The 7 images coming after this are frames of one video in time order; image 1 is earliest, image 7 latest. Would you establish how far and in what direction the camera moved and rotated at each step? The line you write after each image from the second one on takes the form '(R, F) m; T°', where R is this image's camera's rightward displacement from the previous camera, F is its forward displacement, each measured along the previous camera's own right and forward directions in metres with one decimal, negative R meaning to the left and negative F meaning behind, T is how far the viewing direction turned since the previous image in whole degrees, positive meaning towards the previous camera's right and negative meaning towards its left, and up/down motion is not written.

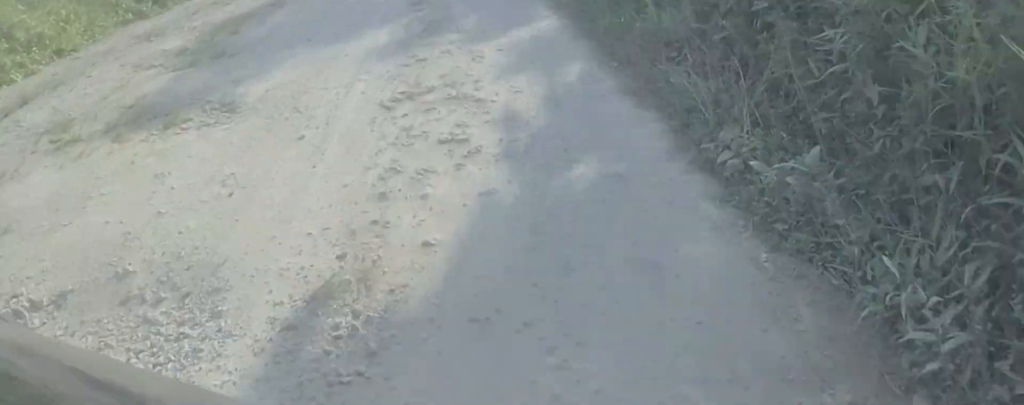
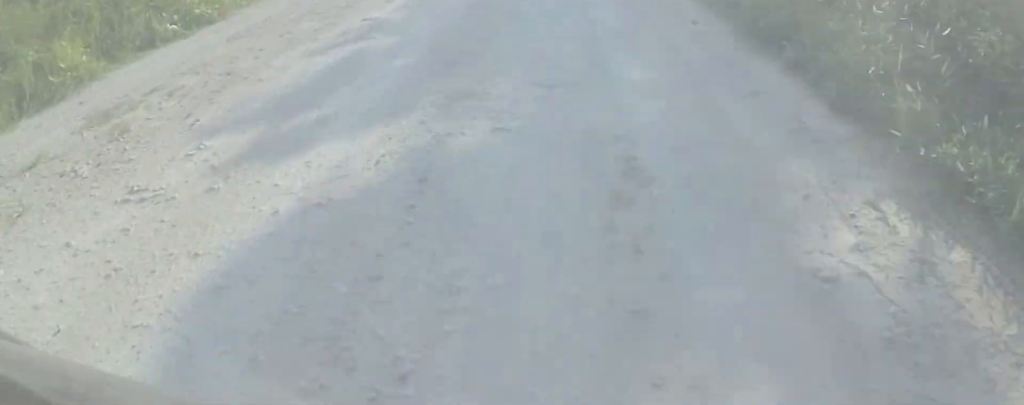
(-1.9, +18.9) m; +1°
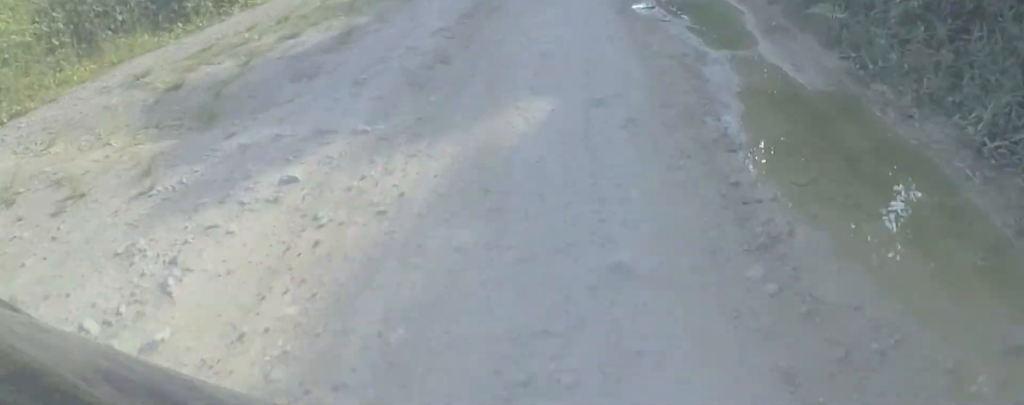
(+1.2, +11.5) m; 0°
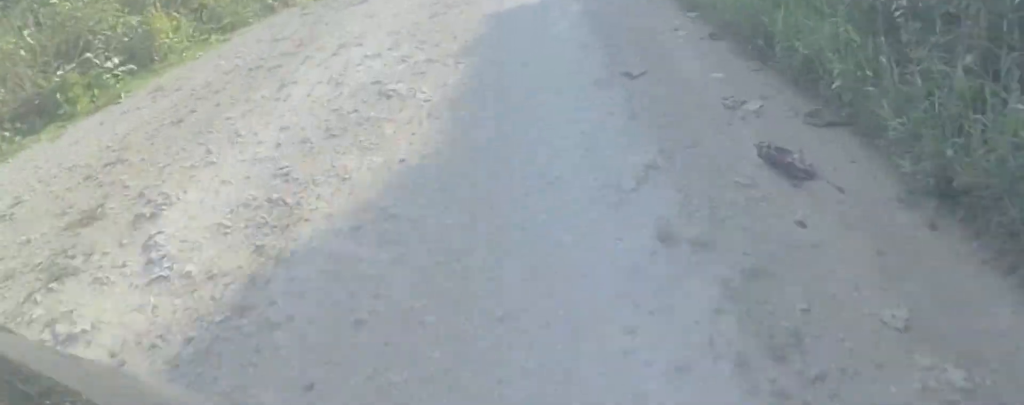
(-2.2, +16.5) m; +3°
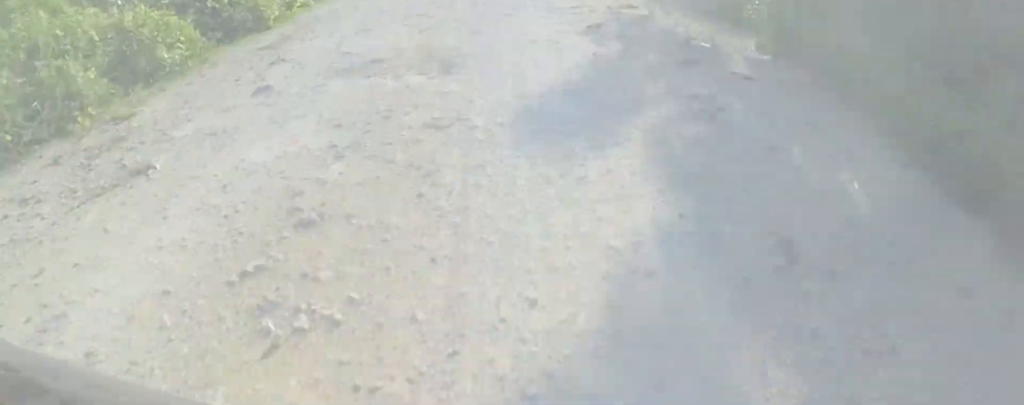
(+0.9, +4.5) m; +2°
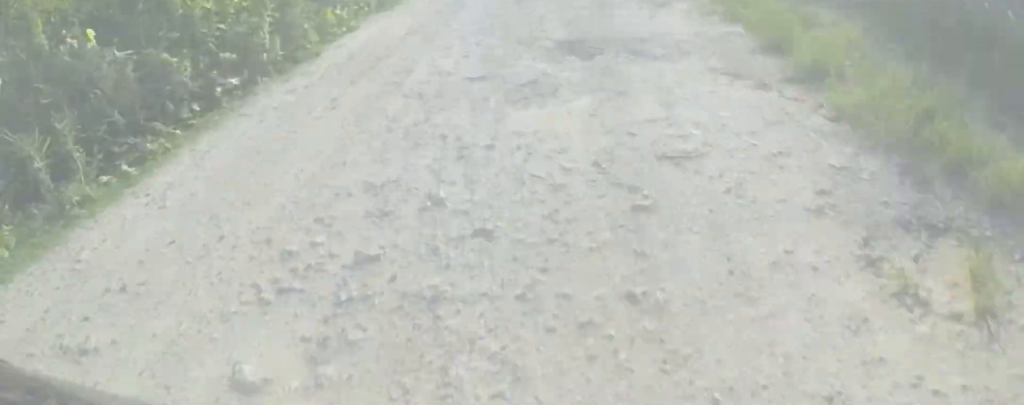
(+0.2, +5.9) m; 0°
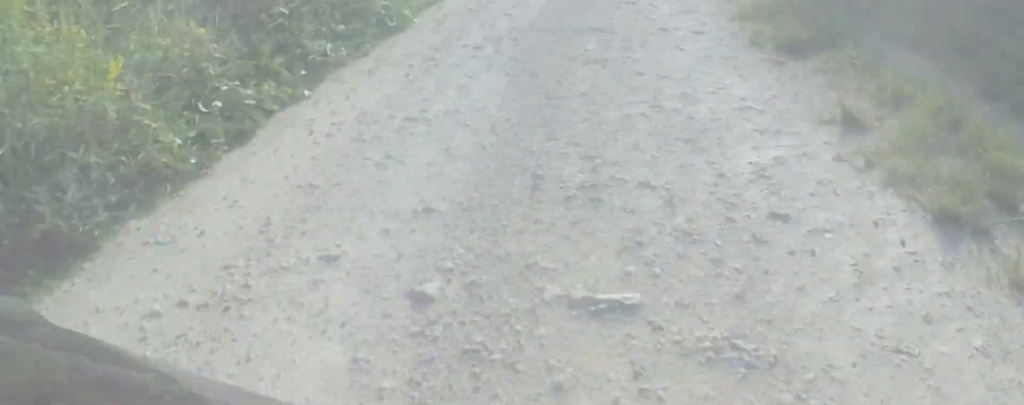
(-0.6, +7.0) m; 0°
